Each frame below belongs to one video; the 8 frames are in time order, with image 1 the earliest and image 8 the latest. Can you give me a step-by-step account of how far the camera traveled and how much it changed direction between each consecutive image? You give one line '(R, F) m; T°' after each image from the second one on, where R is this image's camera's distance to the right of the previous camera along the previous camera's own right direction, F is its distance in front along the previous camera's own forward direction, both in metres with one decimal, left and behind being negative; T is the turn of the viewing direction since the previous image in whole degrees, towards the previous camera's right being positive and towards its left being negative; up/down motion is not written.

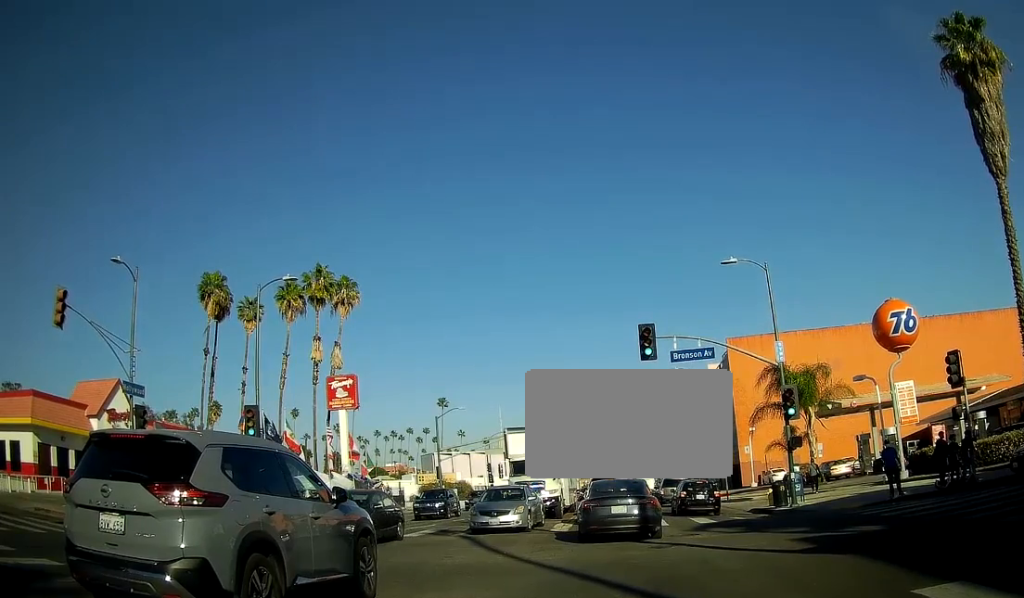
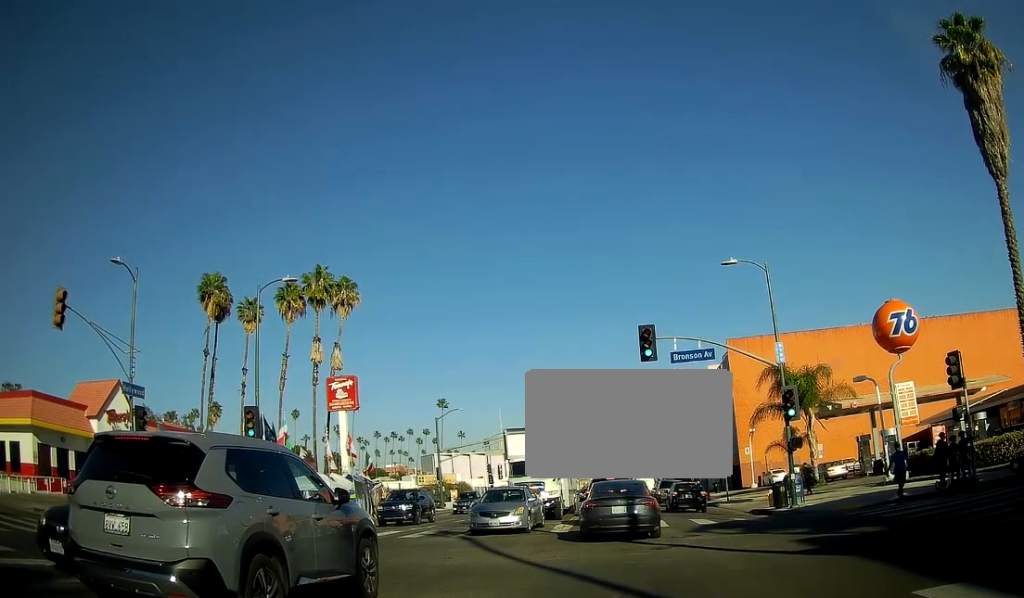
(0.0, 0.0) m; 0°
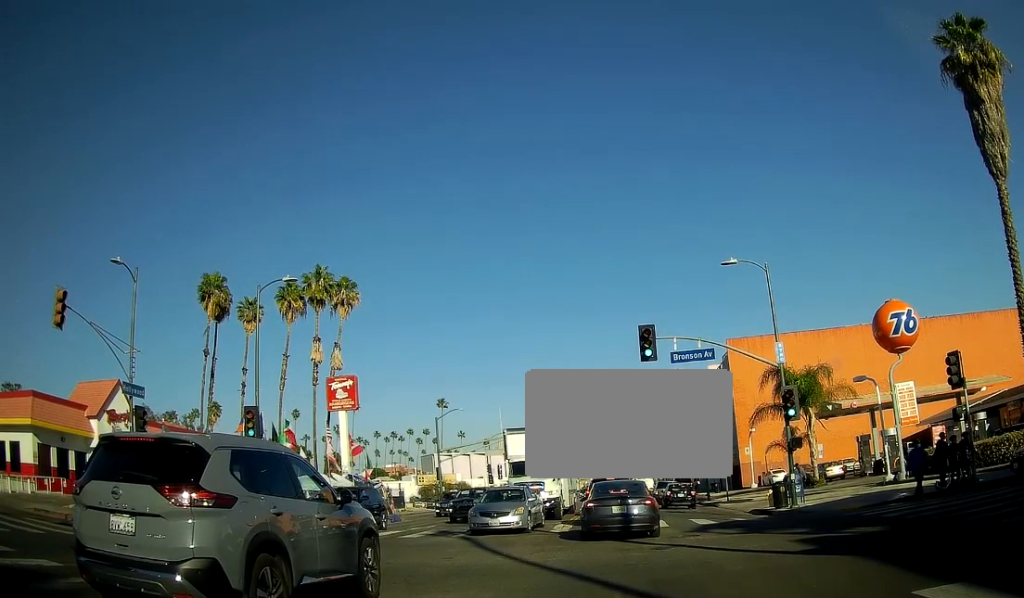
(0.0, 0.0) m; 0°
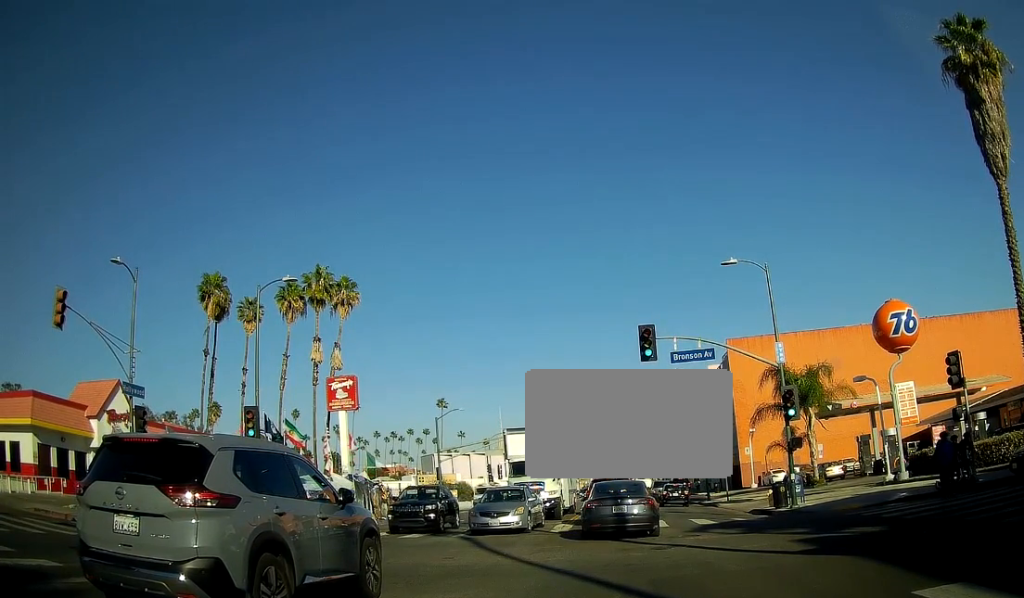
(0.0, 0.0) m; 0°
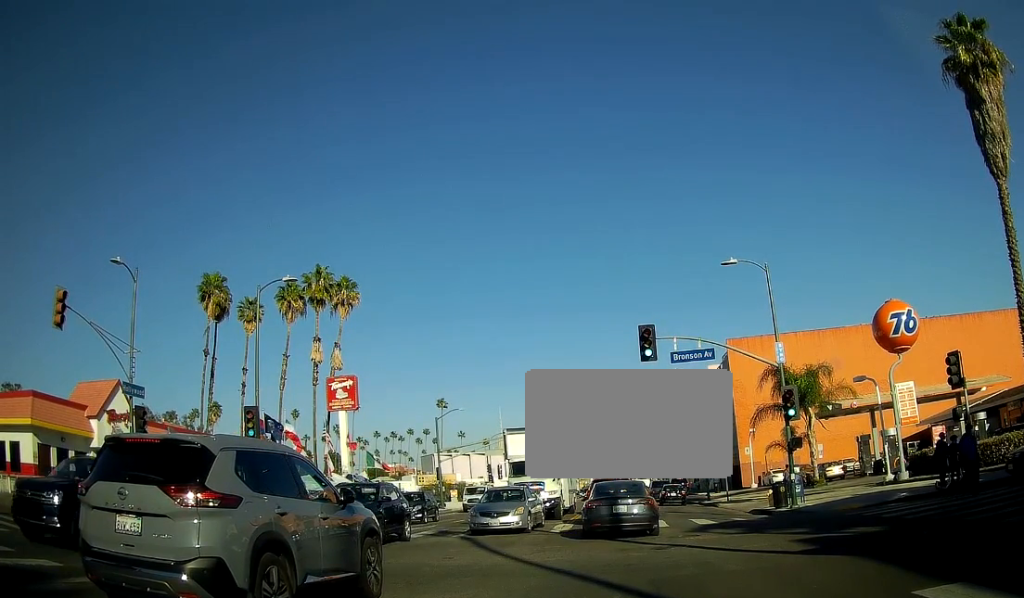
(0.0, 0.0) m; 0°
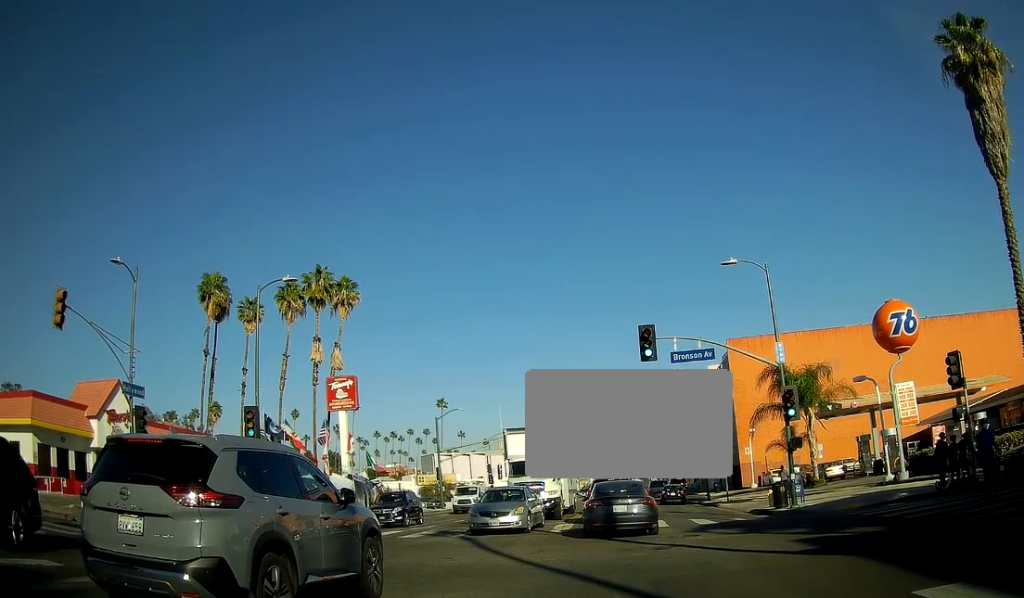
(0.0, 0.0) m; 0°
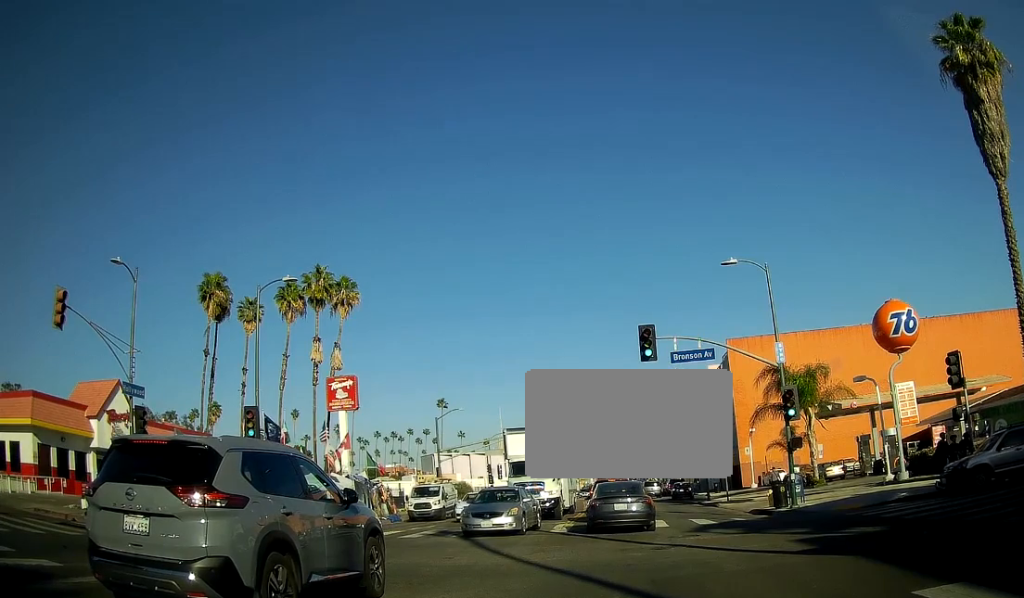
(0.0, 0.0) m; 0°
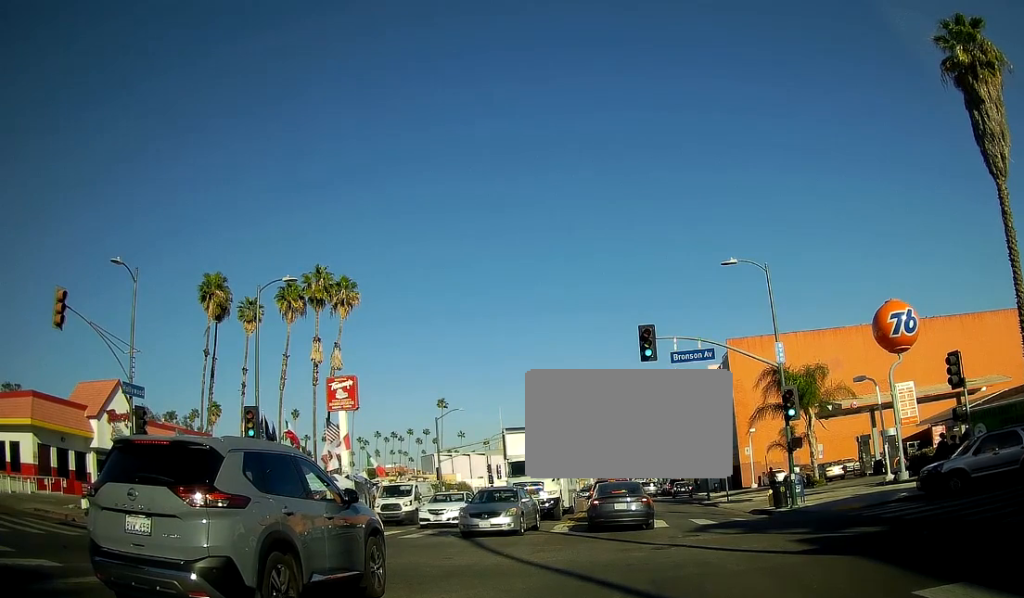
(0.0, 0.0) m; 0°
